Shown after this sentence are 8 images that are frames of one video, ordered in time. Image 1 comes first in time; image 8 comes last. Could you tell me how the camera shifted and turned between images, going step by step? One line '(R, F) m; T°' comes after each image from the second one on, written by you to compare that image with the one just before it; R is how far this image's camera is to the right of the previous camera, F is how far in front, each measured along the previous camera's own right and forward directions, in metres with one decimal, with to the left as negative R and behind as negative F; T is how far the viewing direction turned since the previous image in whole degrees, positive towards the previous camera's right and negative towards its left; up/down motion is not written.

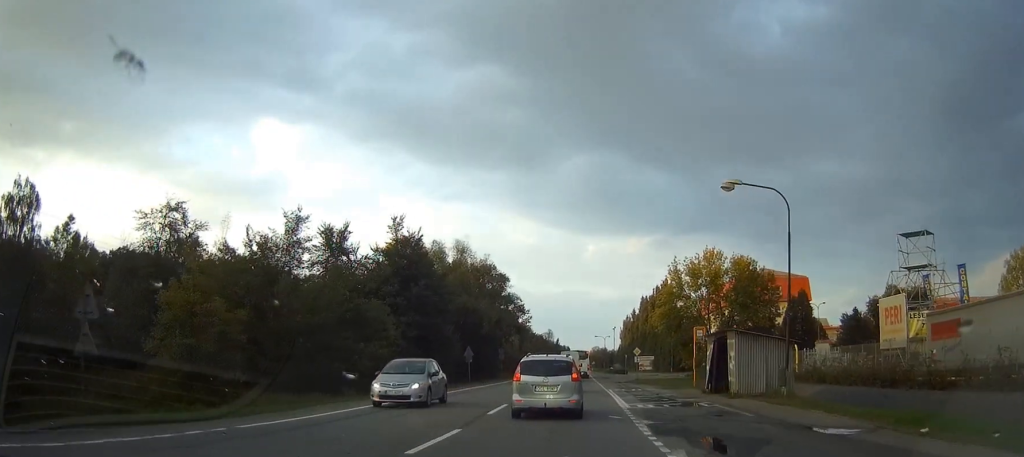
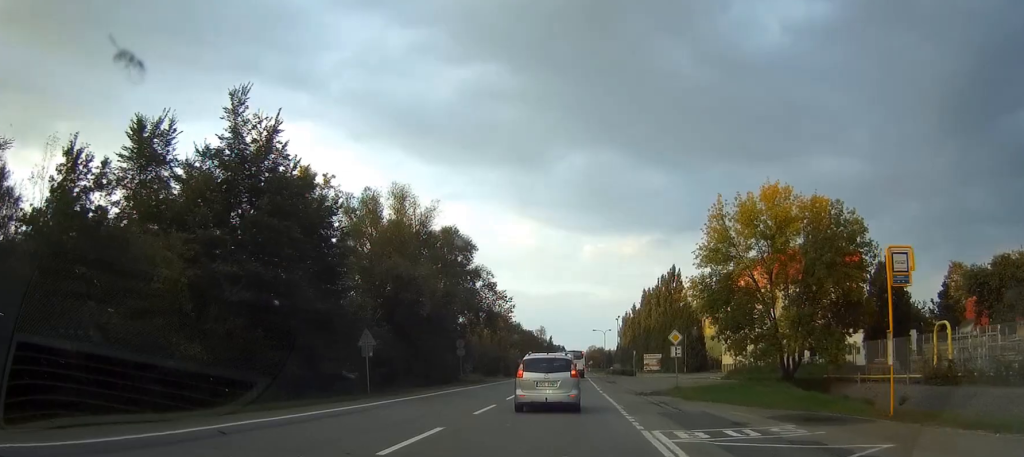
(0.0, +27.5) m; +1°
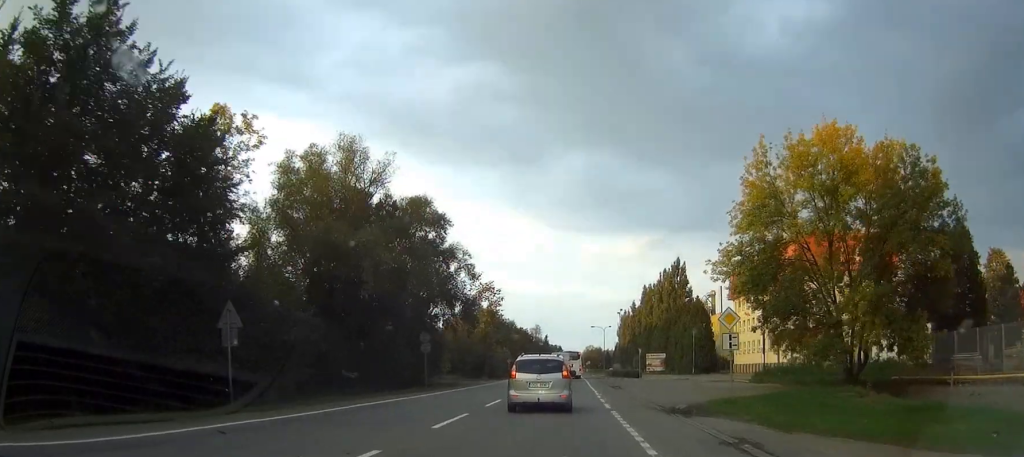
(0.0, +13.2) m; 0°
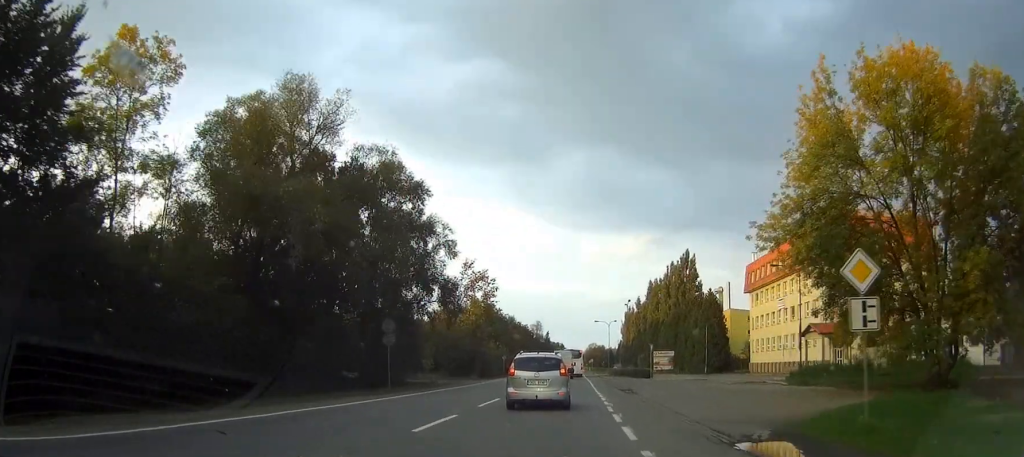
(0.0, +10.3) m; 0°
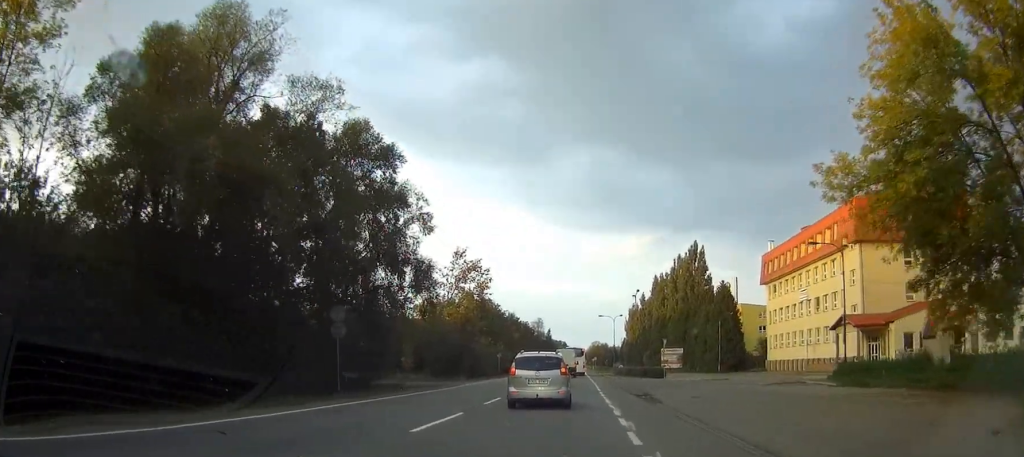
(0.0, +8.9) m; 0°
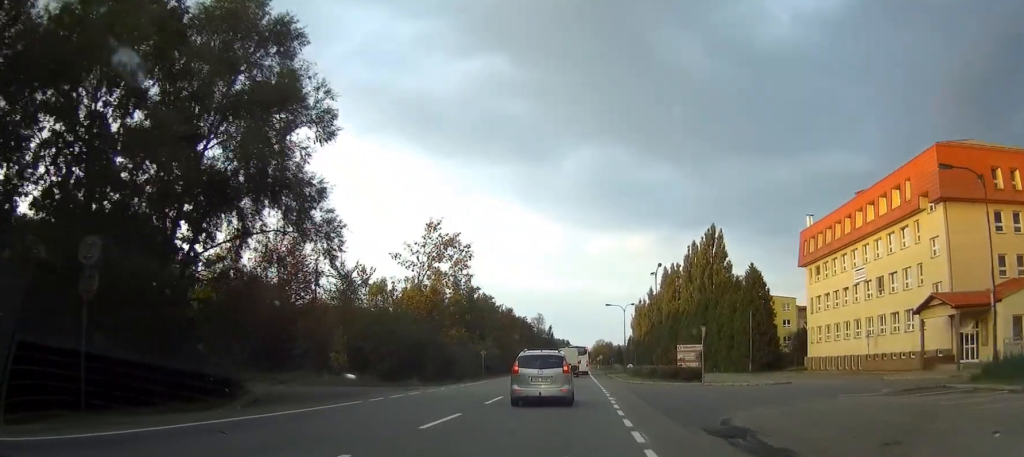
(-0.1, +17.8) m; -1°
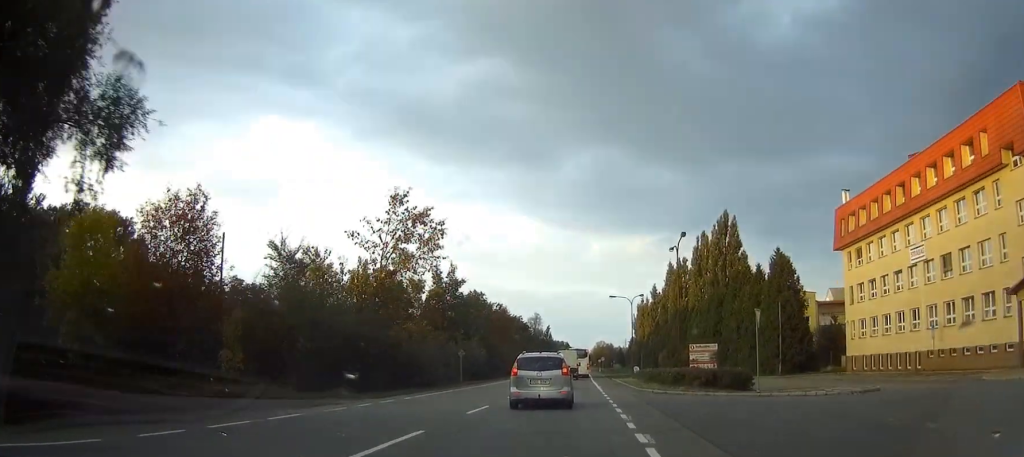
(-0.1, +13.5) m; -1°
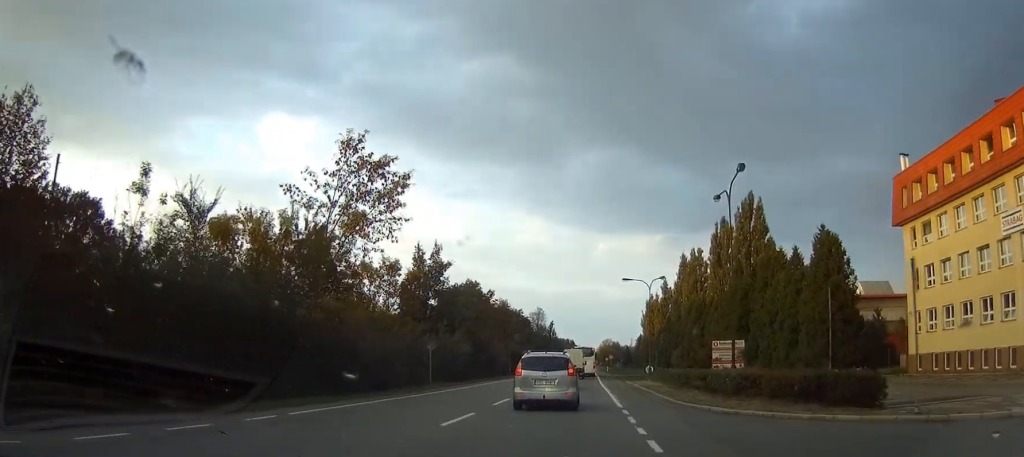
(-0.1, +14.2) m; 0°
